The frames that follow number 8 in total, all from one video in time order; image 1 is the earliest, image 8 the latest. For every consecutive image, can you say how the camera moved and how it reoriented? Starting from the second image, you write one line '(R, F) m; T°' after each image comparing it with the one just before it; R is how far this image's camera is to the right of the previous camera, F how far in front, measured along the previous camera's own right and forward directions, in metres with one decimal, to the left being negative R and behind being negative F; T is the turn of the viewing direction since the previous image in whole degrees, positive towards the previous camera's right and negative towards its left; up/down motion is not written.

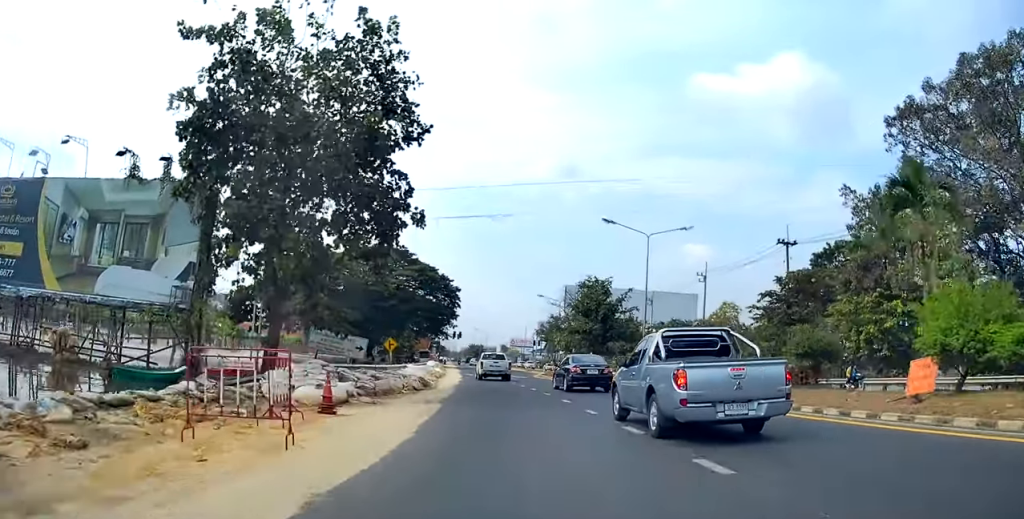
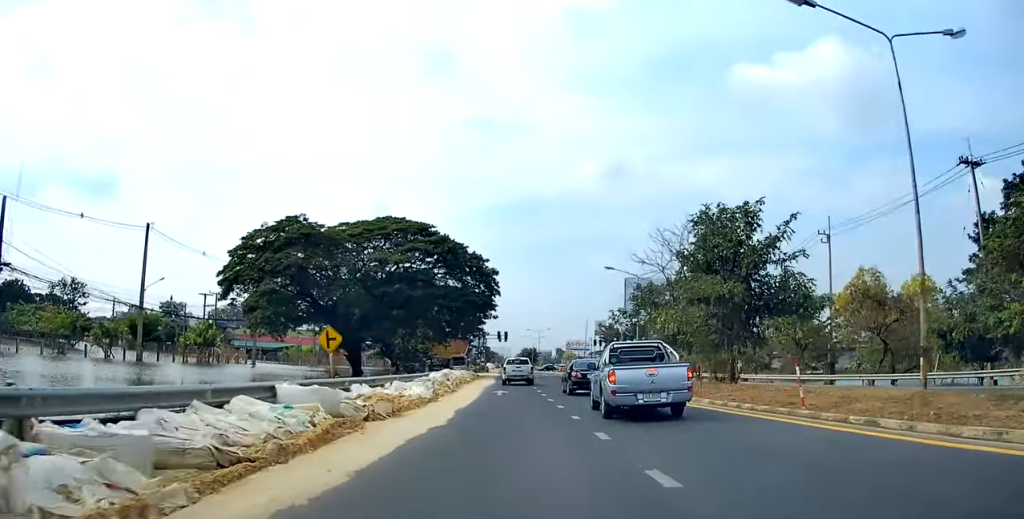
(-1.5, +22.9) m; -8°
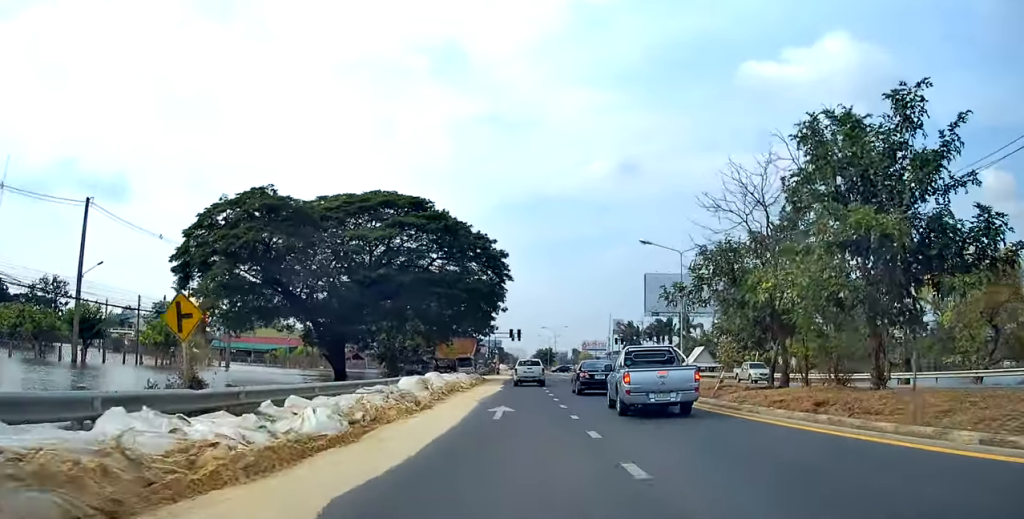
(-0.3, +10.9) m; -1°
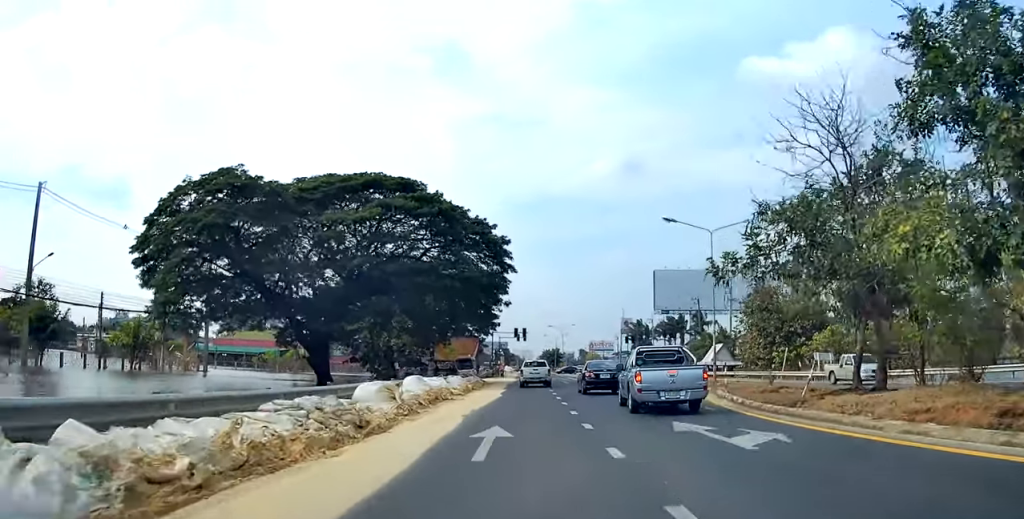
(-0.2, +6.2) m; 0°
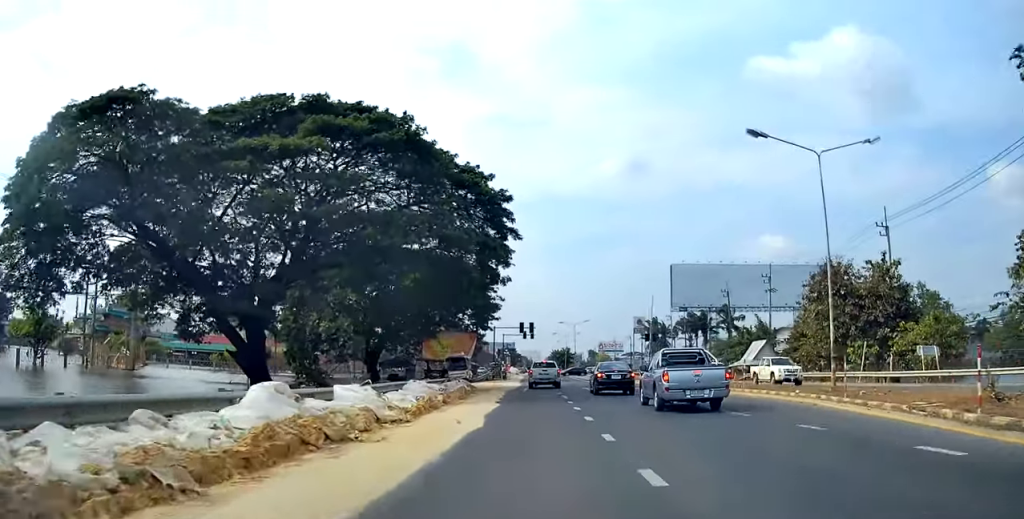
(+0.4, +13.5) m; -1°
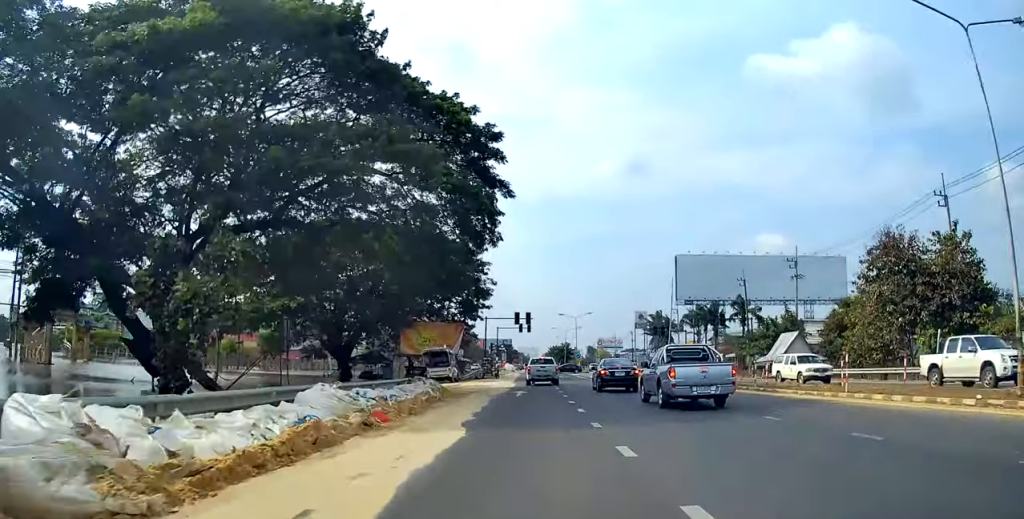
(-0.7, +9.9) m; +1°
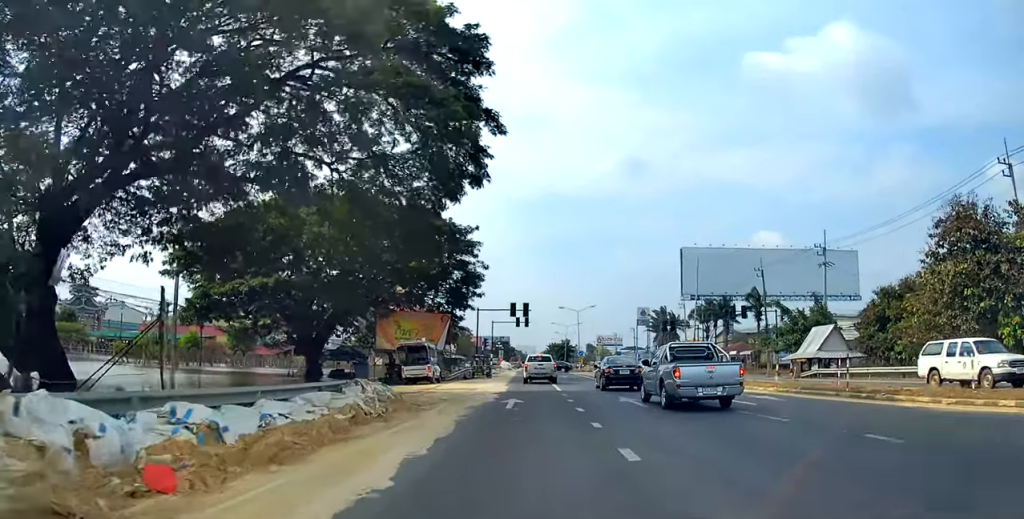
(+0.8, +8.5) m; +1°
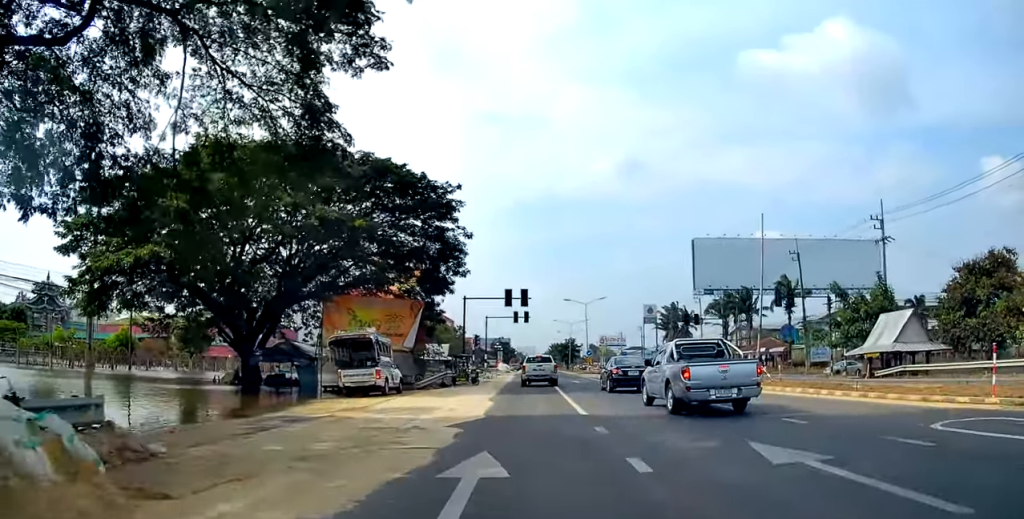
(-0.4, +12.7) m; -3°
